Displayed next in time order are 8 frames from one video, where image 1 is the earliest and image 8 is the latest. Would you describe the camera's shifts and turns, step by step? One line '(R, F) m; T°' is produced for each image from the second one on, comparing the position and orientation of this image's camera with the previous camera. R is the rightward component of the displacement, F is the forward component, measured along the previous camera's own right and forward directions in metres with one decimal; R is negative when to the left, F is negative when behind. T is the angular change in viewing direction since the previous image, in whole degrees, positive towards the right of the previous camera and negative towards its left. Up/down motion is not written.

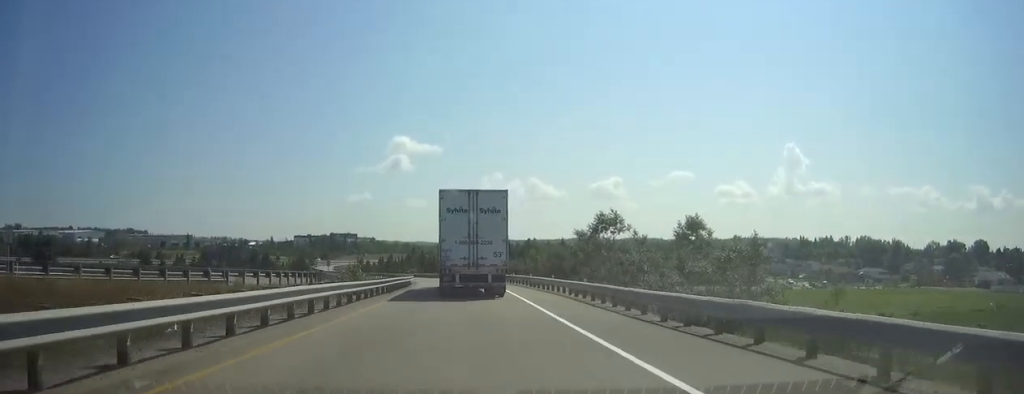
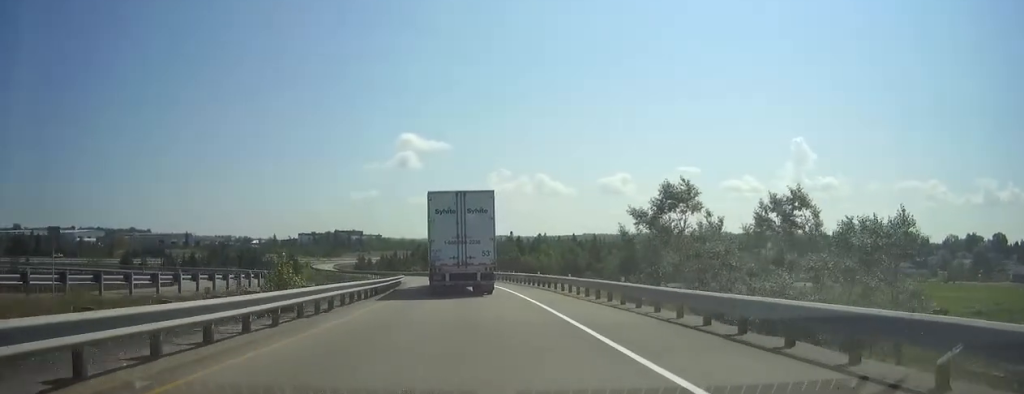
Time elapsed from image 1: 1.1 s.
(-0.1, +15.7) m; -1°
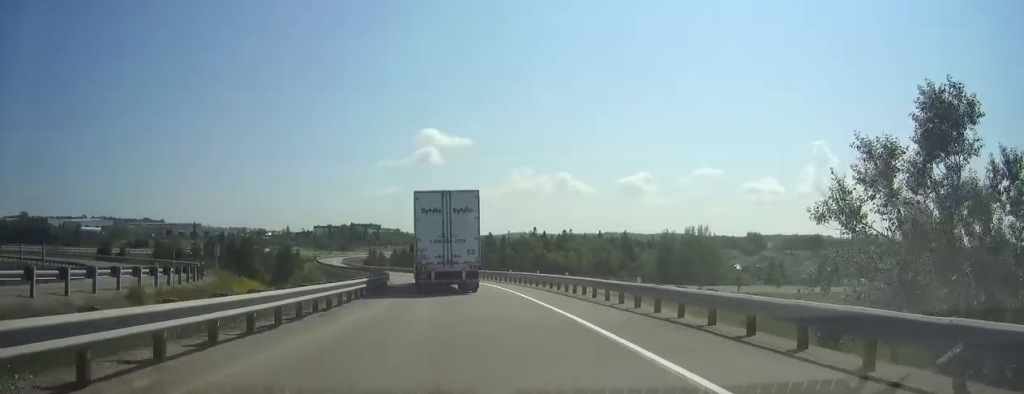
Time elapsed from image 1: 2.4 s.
(-0.4, +20.1) m; -2°
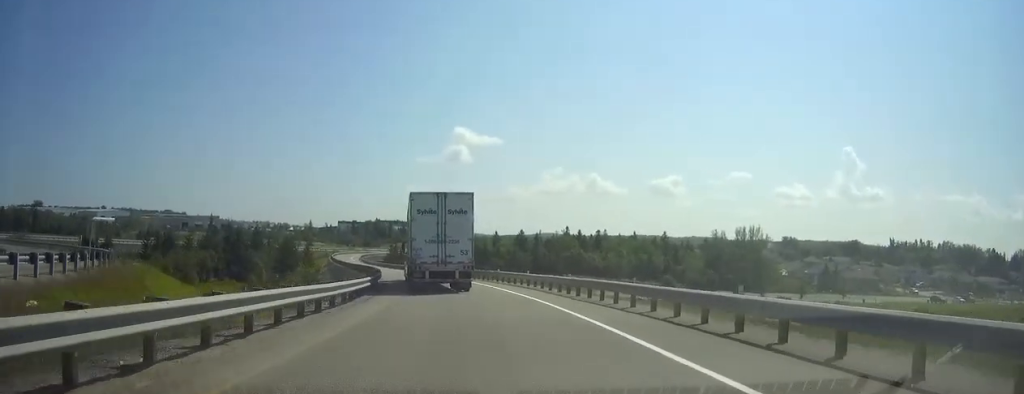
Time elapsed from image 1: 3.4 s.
(-0.2, +17.2) m; -2°
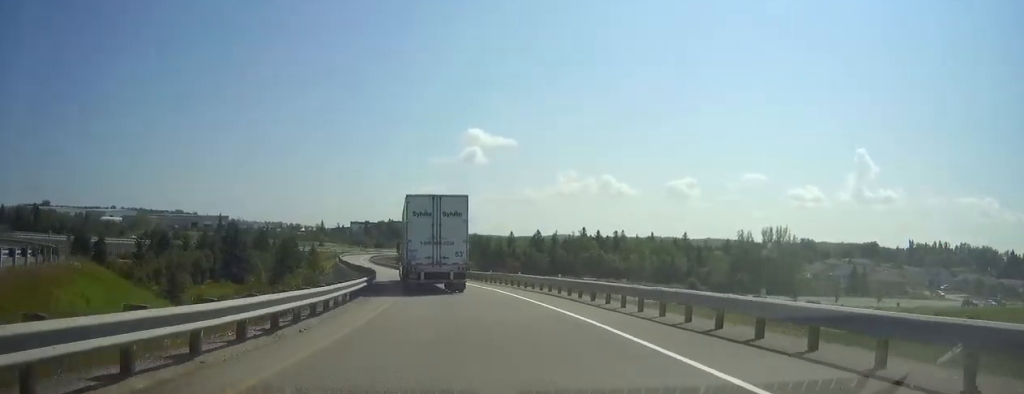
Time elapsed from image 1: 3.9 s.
(0.0, +8.2) m; -1°
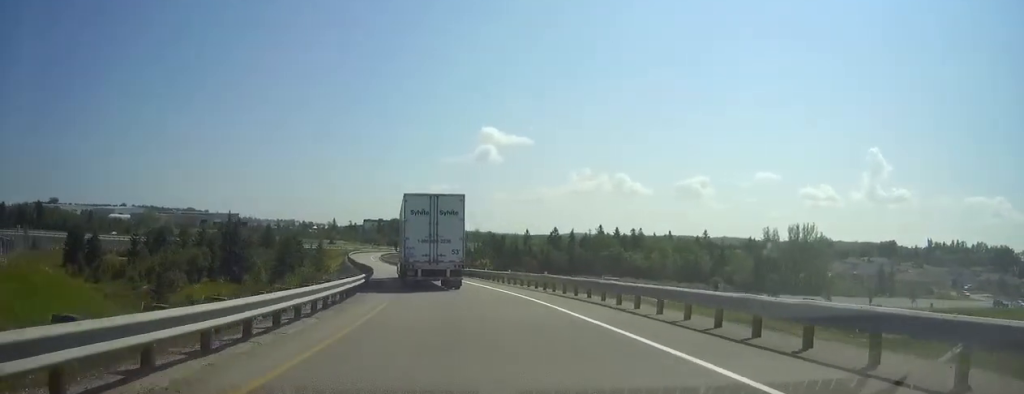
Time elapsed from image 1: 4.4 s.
(-0.1, +7.3) m; -1°
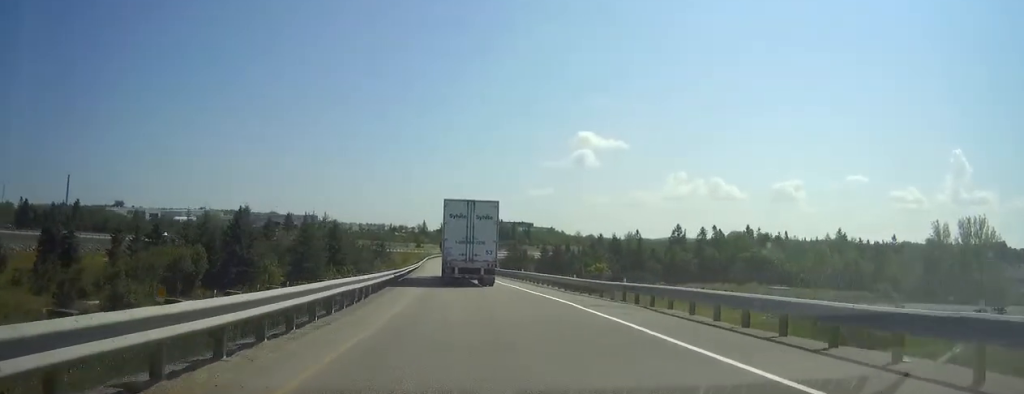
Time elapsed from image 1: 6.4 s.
(-2.2, +34.6) m; -7°
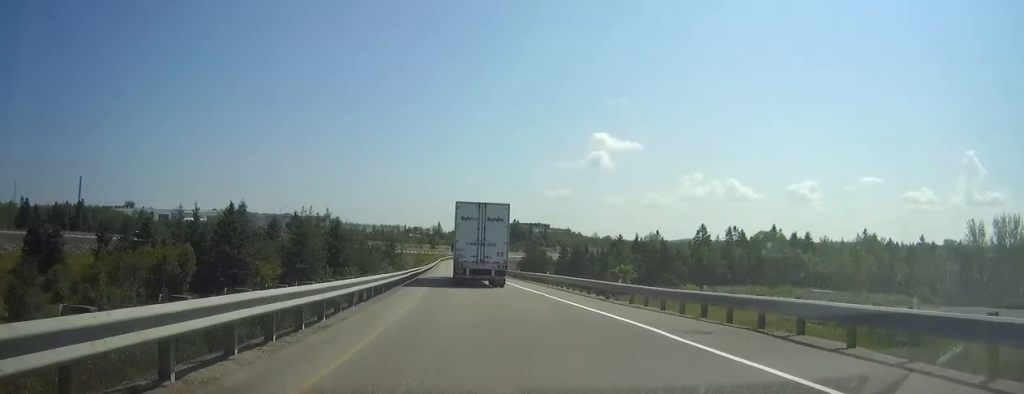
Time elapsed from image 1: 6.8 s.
(-0.1, +7.2) m; -1°
